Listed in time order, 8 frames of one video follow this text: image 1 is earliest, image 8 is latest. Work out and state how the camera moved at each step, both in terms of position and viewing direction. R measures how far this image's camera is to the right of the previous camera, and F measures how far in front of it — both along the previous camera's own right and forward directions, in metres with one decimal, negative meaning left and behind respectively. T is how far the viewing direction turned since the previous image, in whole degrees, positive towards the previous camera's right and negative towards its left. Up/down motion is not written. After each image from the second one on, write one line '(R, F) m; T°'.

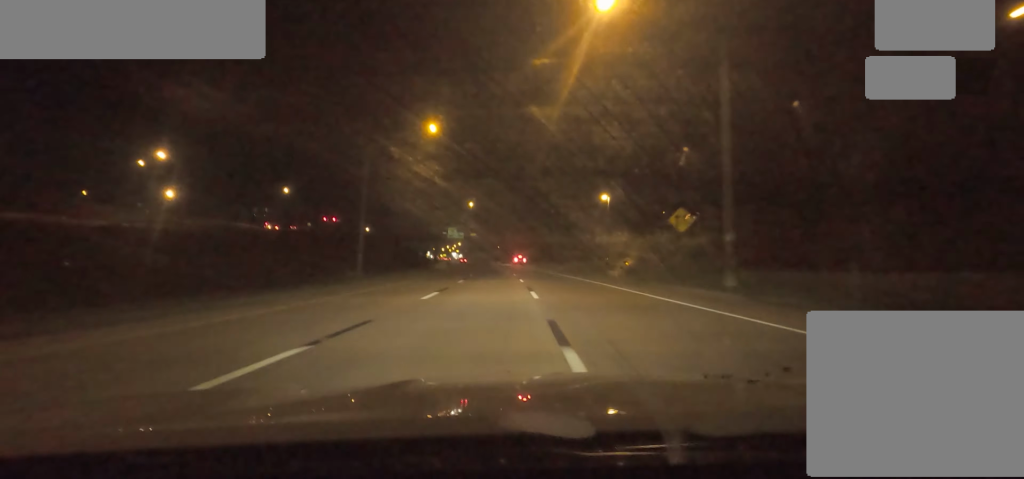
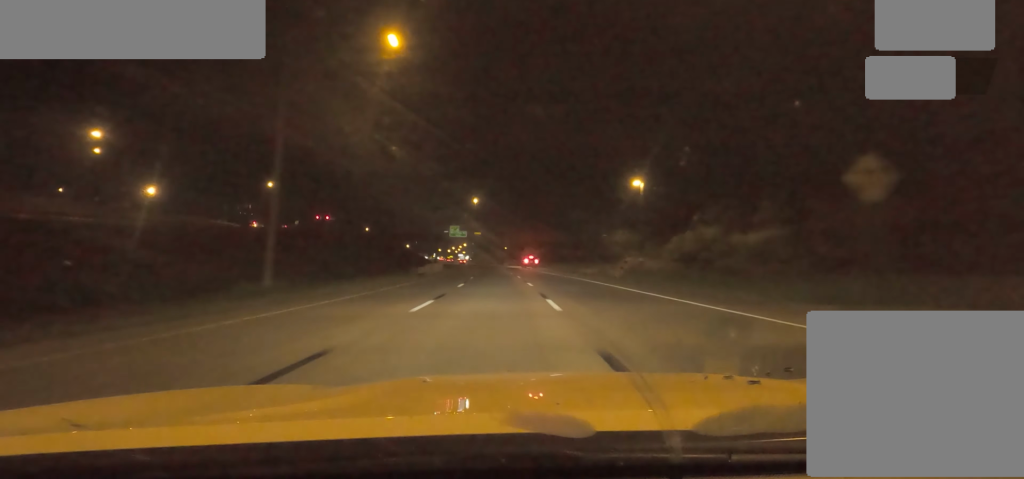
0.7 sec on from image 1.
(+0.5, +17.4) m; 0°
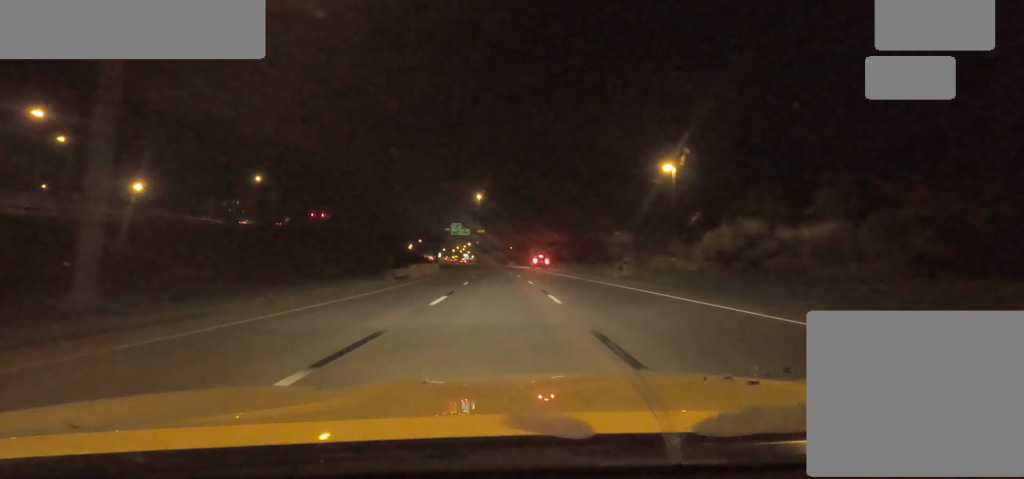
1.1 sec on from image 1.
(-0.5, +11.5) m; -1°
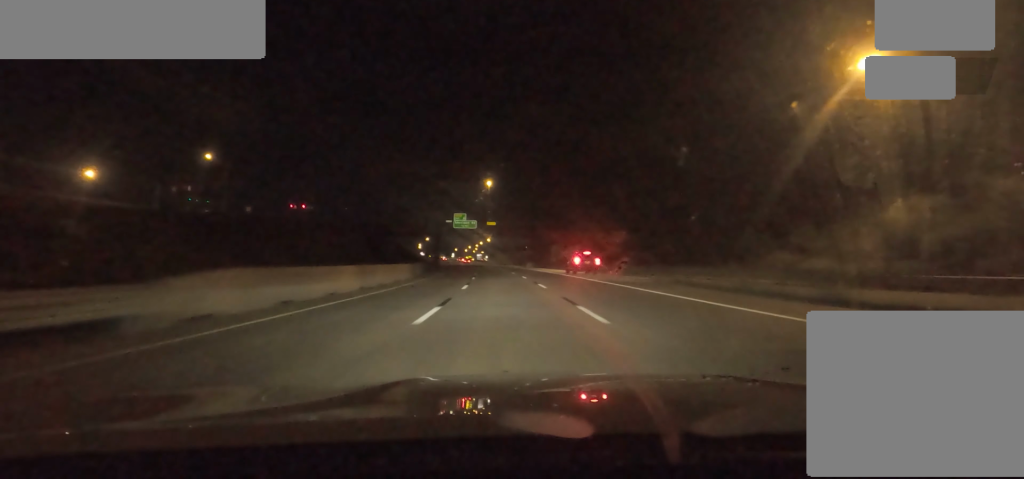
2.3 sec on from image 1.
(-0.7, +32.3) m; -1°
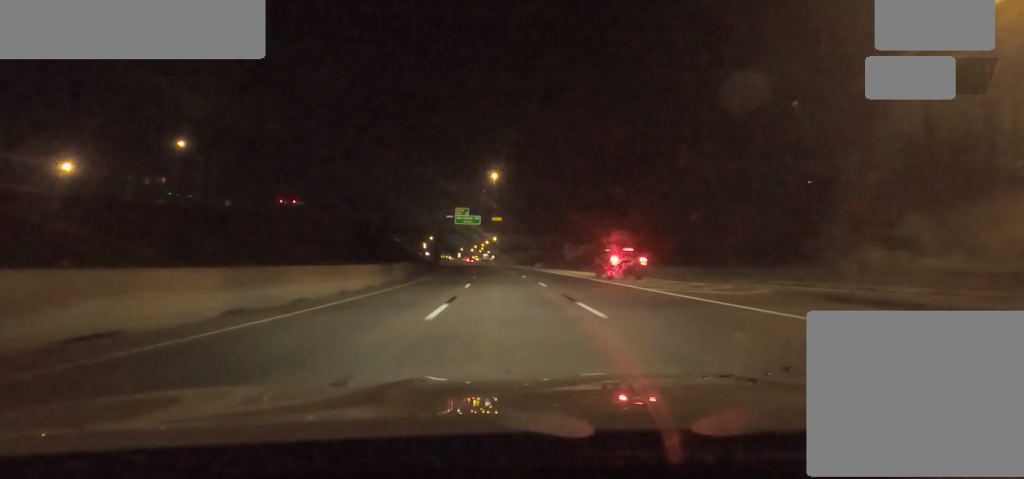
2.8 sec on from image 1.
(0.0, +12.2) m; -1°
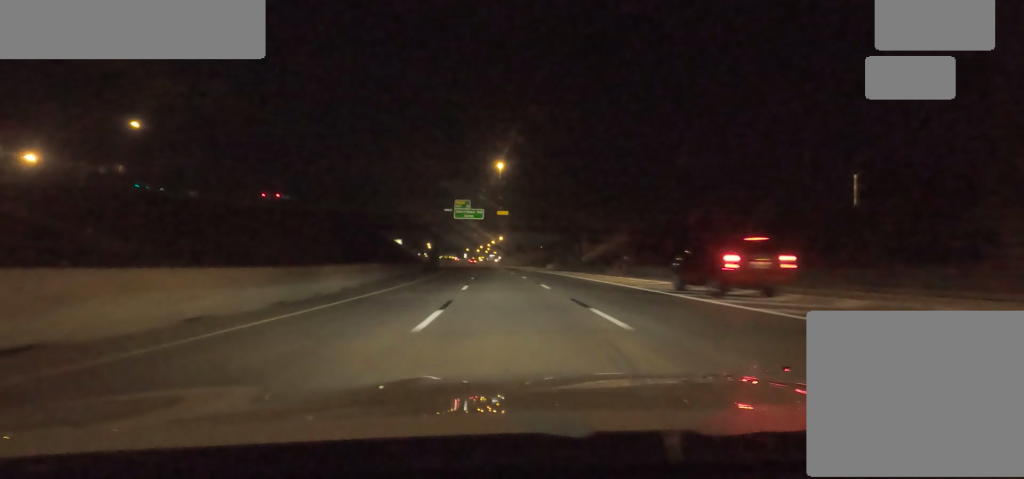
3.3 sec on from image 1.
(+0.2, +15.4) m; -2°
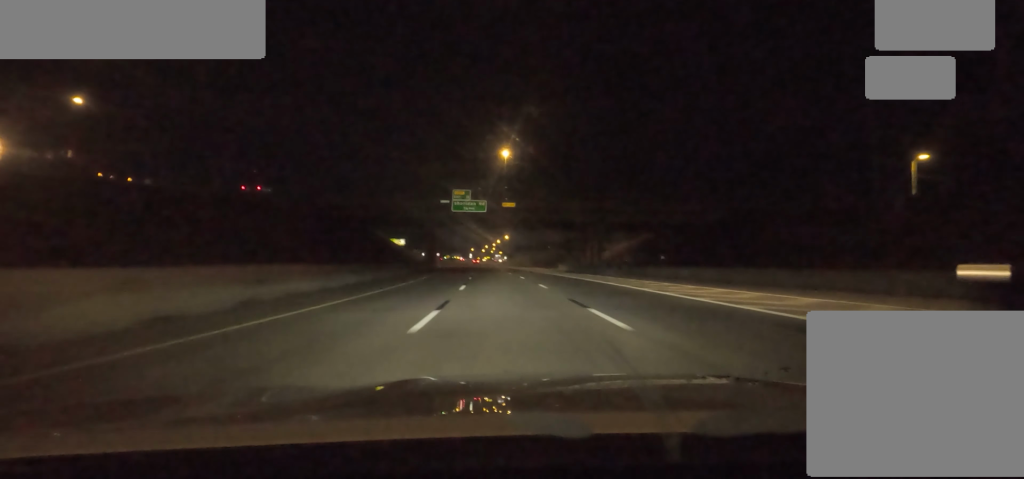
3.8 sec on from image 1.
(-0.4, +14.0) m; -2°
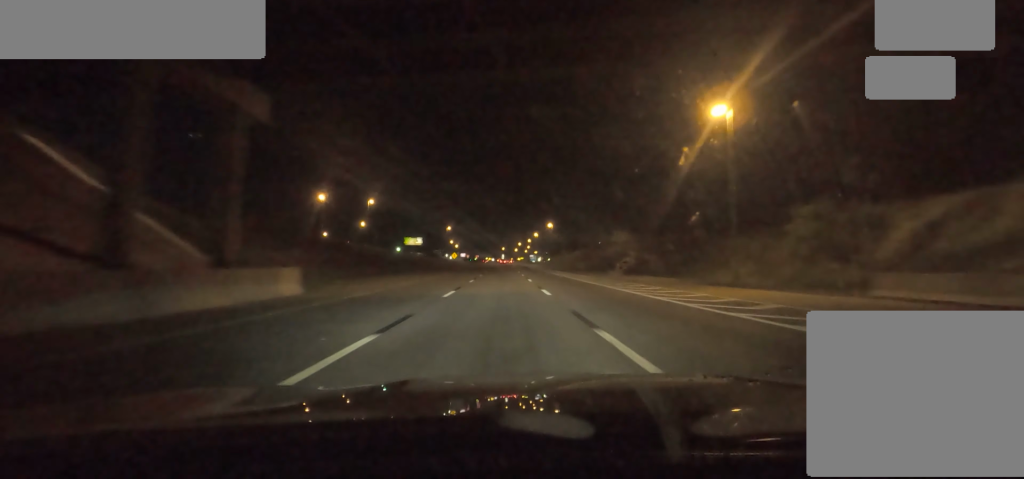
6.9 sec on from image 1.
(+0.3, +84.4) m; 0°
